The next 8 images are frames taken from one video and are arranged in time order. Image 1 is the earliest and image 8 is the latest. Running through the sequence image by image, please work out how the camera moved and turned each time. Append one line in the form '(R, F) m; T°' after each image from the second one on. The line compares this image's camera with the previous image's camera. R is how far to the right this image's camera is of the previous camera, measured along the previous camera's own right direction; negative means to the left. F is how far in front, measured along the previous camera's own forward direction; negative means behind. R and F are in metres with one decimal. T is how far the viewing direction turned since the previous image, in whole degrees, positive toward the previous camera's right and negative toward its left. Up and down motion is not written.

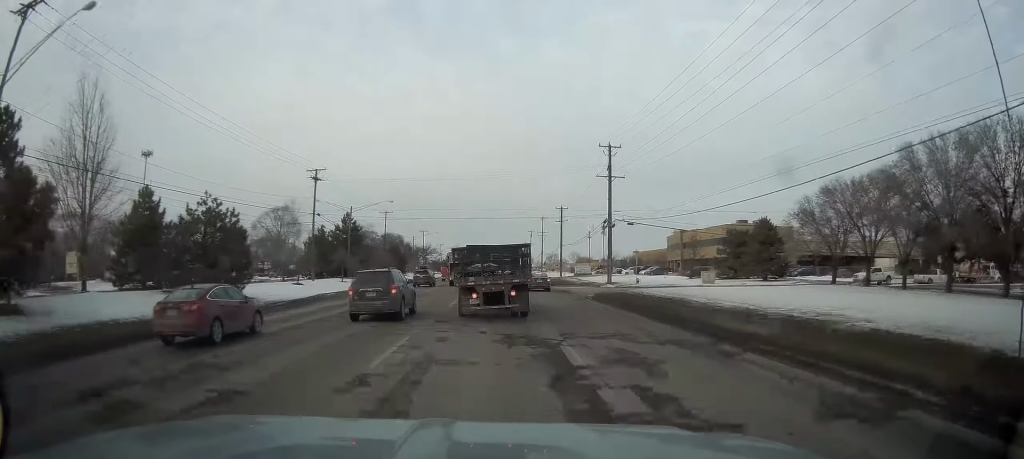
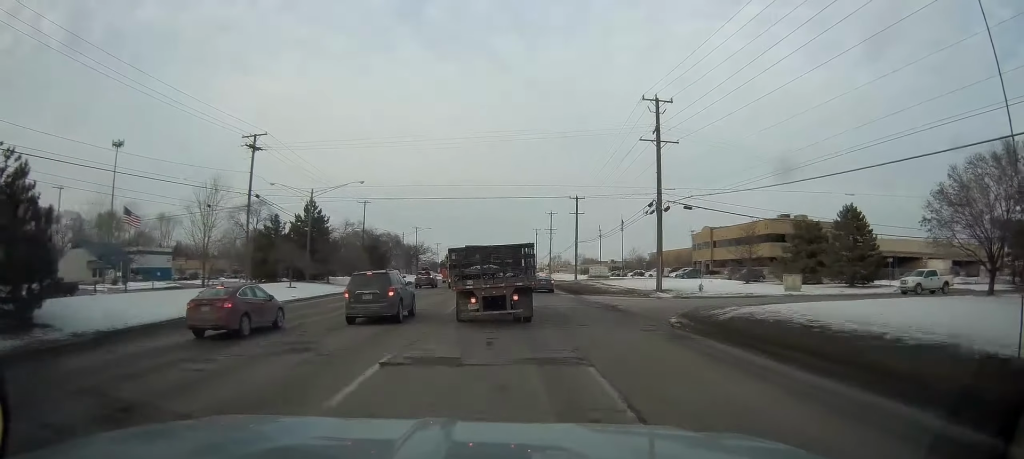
(+0.4, +17.9) m; +2°
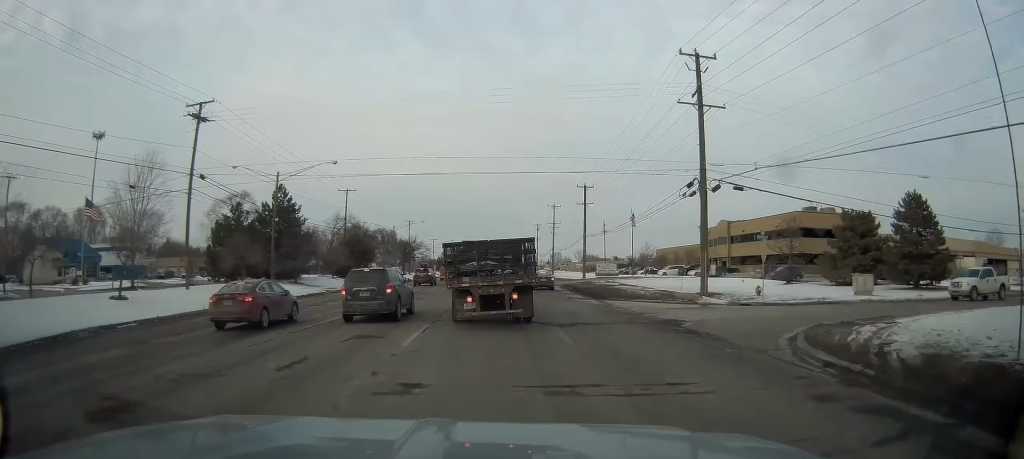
(+0.1, +9.6) m; -1°
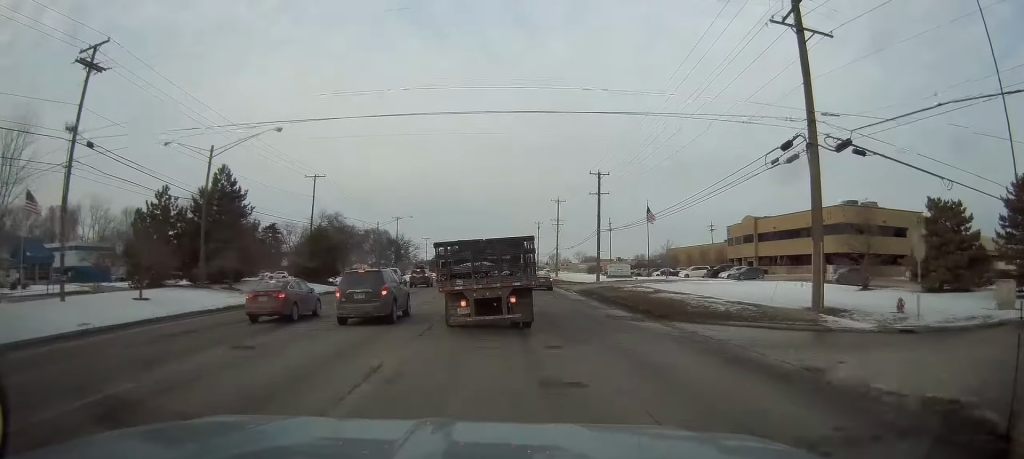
(-0.2, +13.2) m; -2°
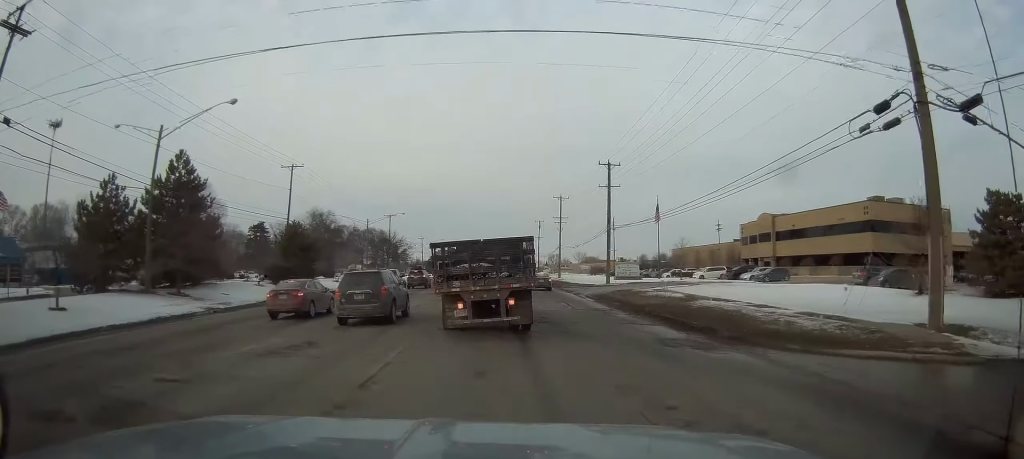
(-0.4, +7.1) m; 0°
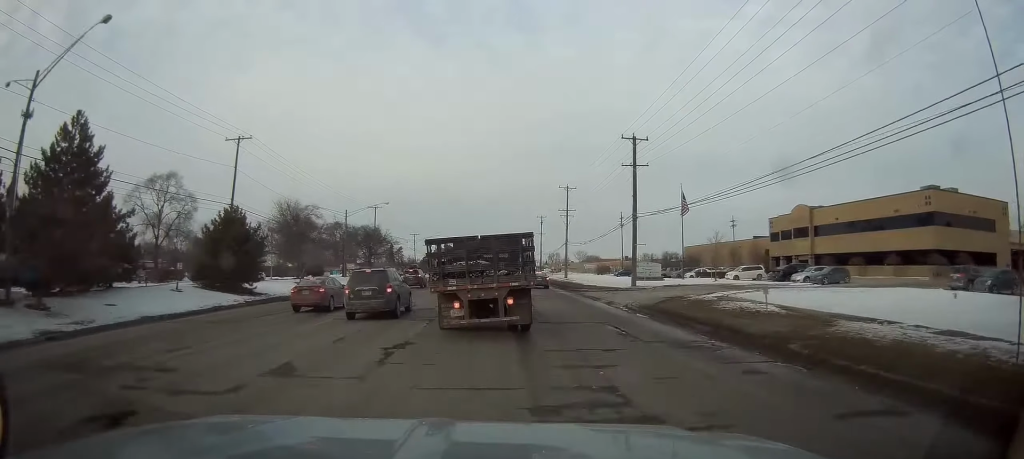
(+0.6, +13.3) m; +3°
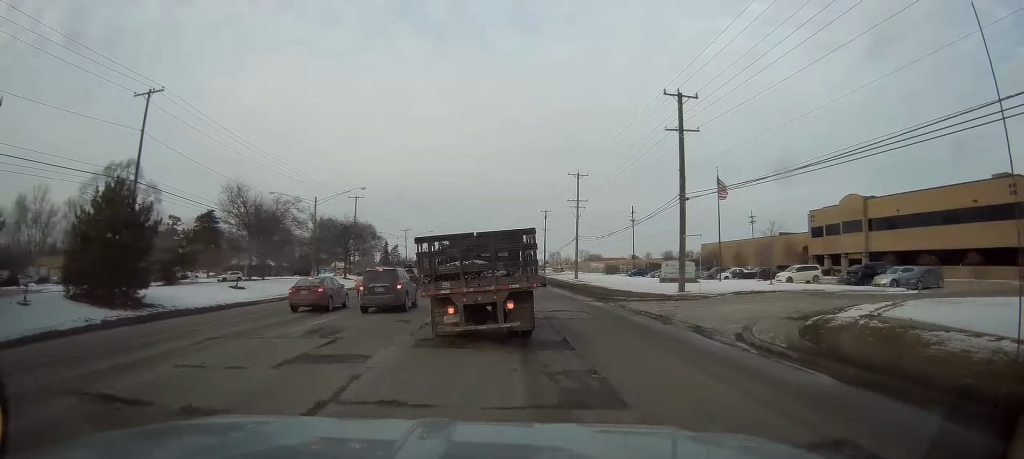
(0.0, +13.7) m; 0°
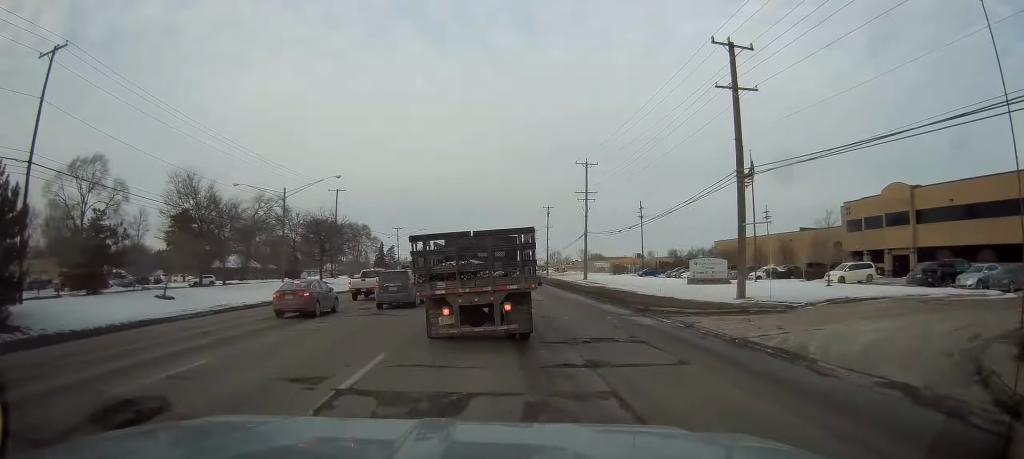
(0.0, +10.4) m; 0°
